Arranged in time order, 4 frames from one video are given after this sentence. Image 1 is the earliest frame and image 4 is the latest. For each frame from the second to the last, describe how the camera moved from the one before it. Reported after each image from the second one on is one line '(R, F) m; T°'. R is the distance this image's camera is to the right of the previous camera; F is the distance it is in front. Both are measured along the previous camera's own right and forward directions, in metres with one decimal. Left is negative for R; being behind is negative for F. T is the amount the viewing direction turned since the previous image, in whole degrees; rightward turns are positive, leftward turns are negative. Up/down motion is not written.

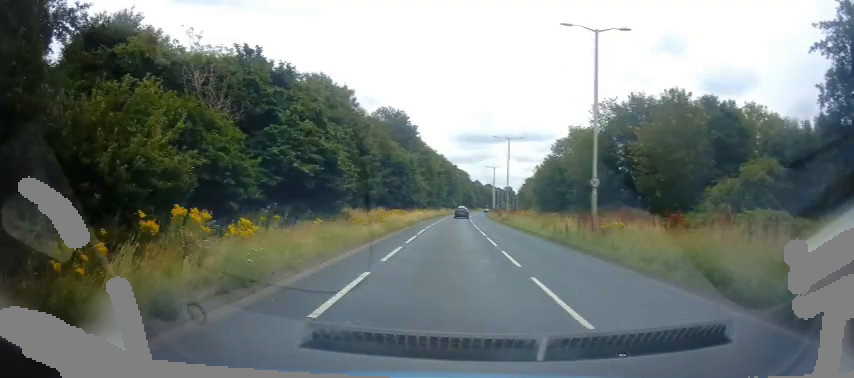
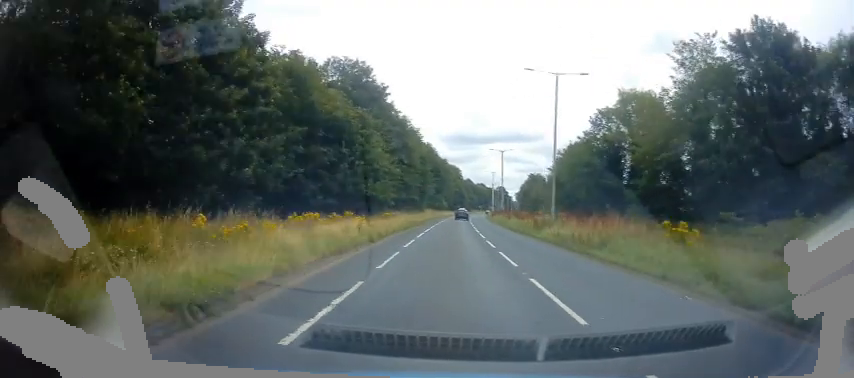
(+0.2, +29.5) m; 0°
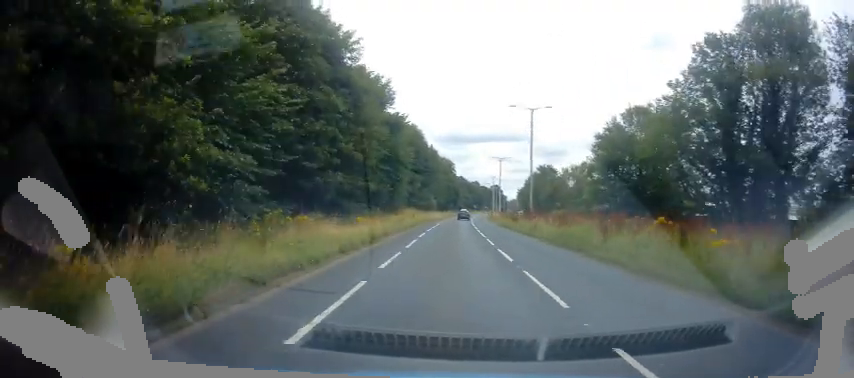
(0.0, +28.5) m; +1°
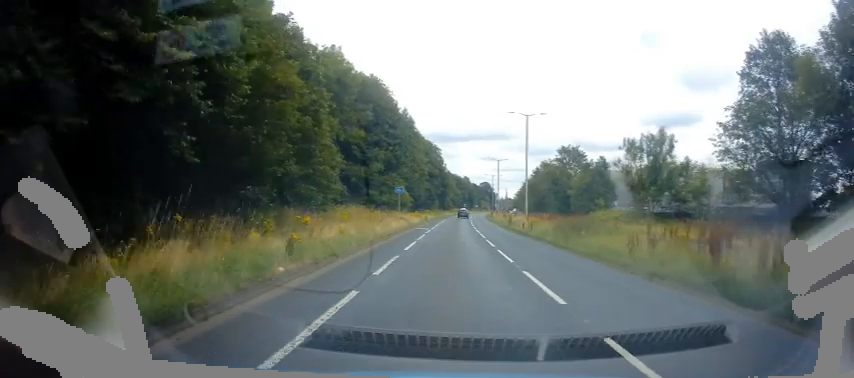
(+1.1, +35.1) m; +2°
